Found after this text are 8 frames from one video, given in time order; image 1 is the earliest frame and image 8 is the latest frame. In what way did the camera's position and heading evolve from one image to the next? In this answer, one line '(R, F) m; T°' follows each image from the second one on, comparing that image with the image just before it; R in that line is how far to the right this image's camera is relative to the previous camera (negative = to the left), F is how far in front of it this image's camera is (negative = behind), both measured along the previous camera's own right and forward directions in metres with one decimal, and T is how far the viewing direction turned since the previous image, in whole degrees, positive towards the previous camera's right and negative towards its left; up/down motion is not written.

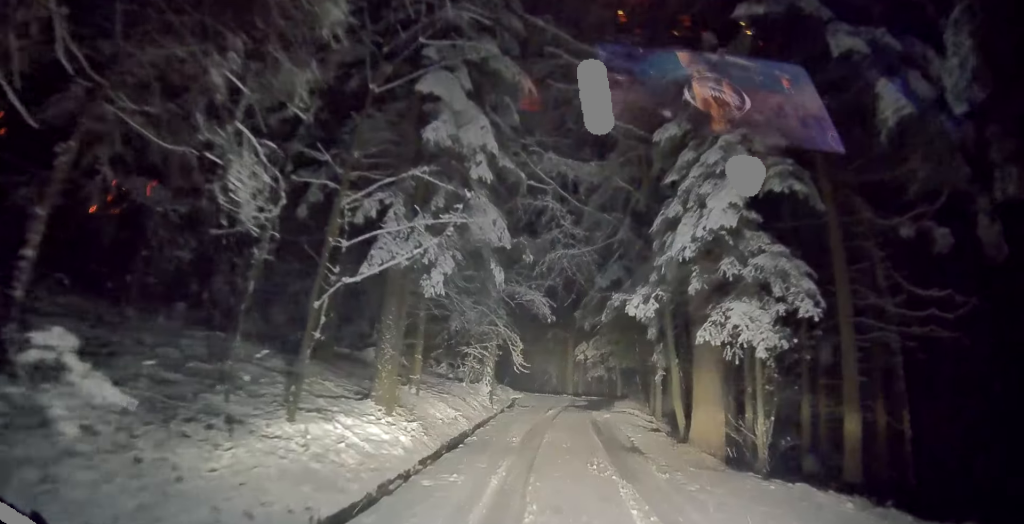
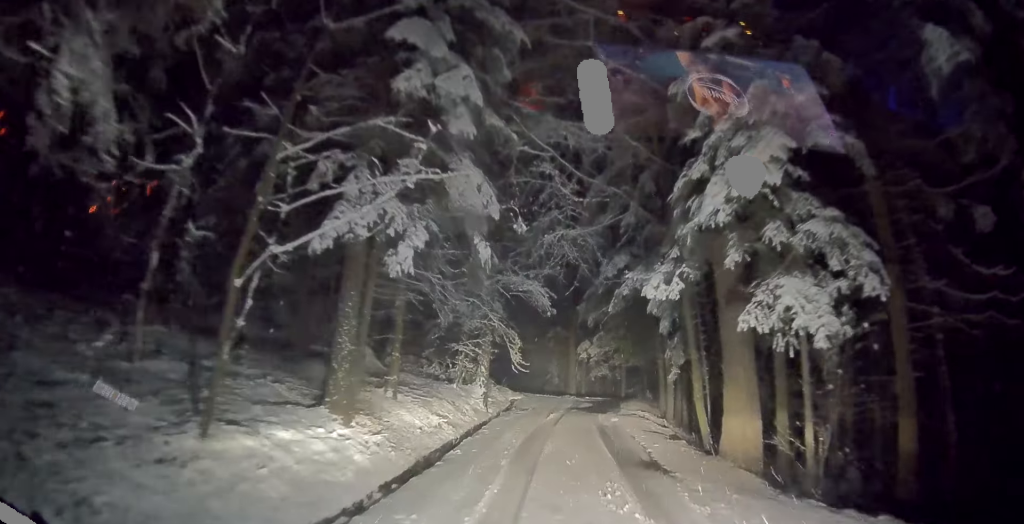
(+0.1, +1.6) m; +3°
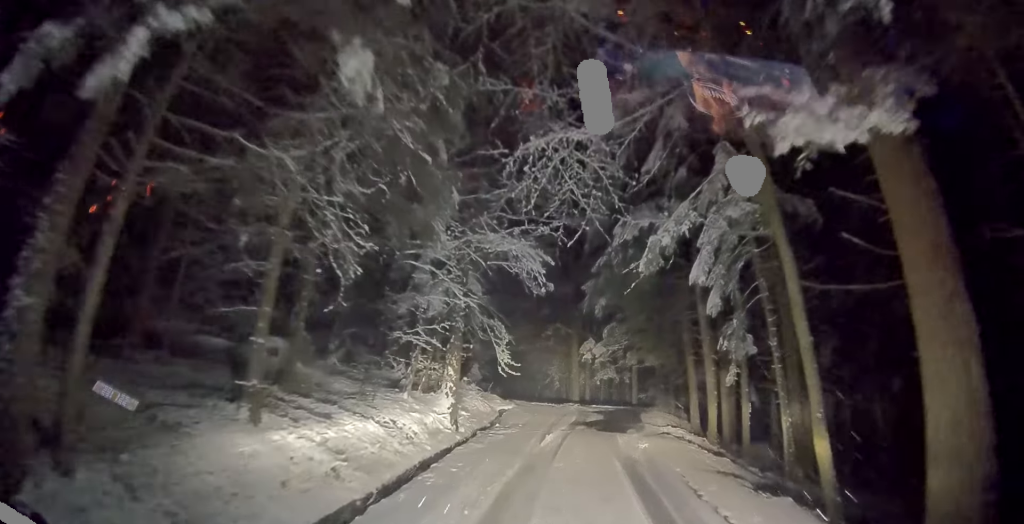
(+0.3, +4.0) m; +7°
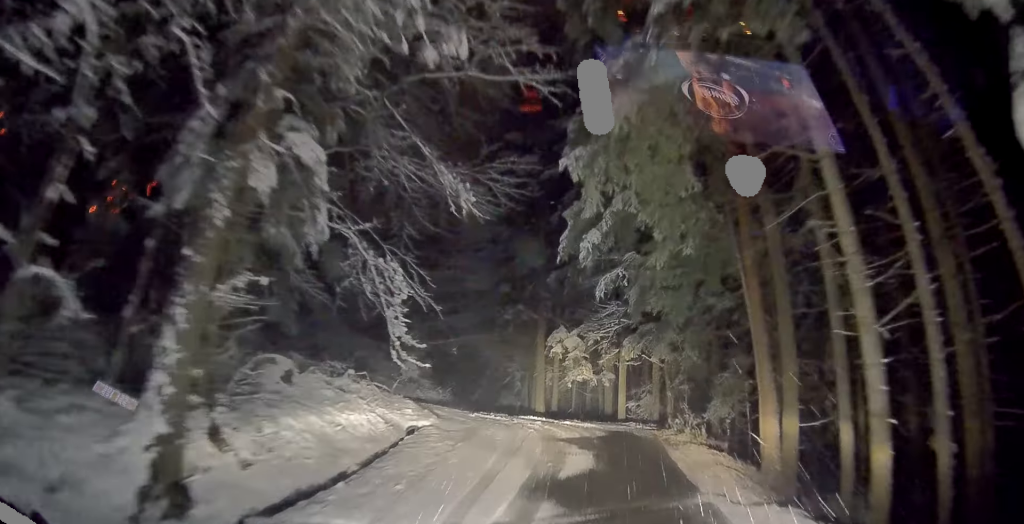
(0.0, +6.1) m; -5°
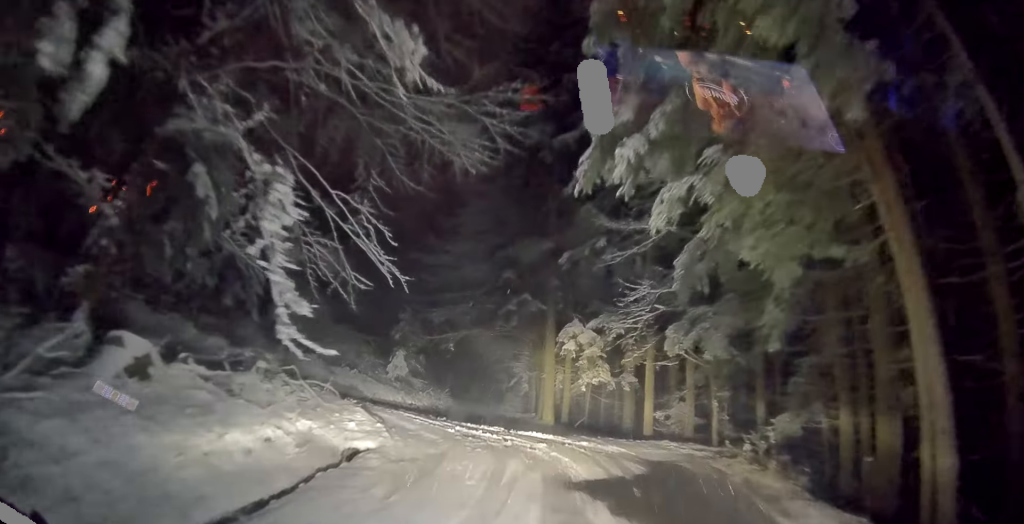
(-0.1, +3.4) m; 0°
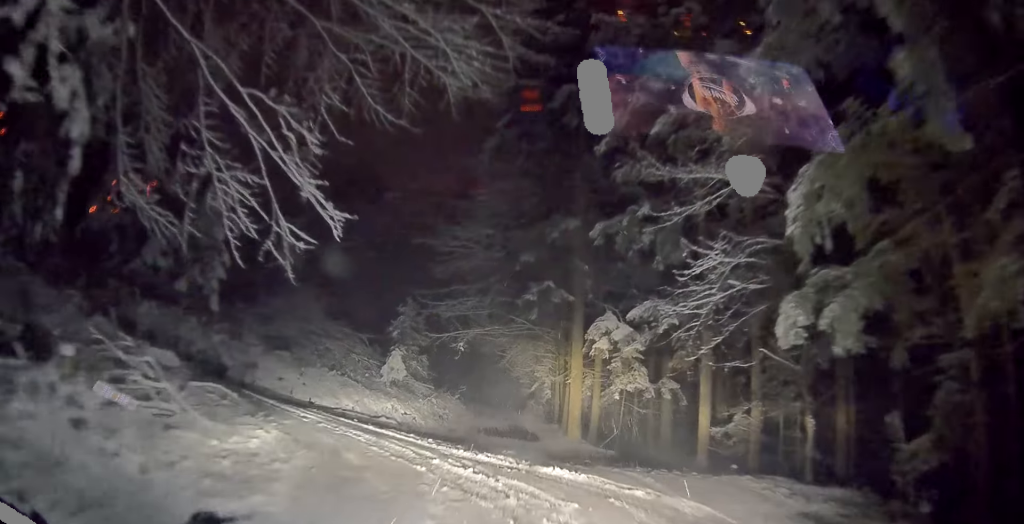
(+0.2, +4.1) m; +4°
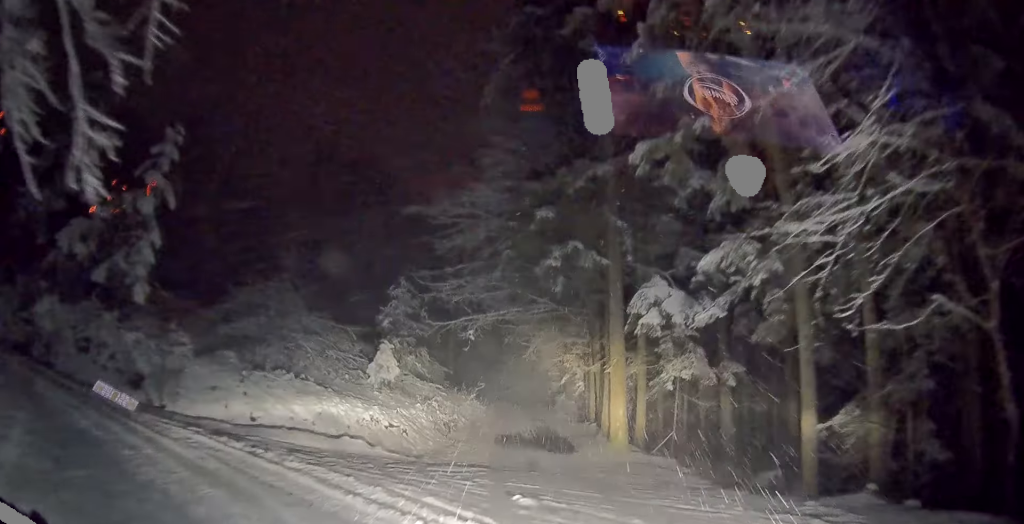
(+0.1, +4.7) m; +7°
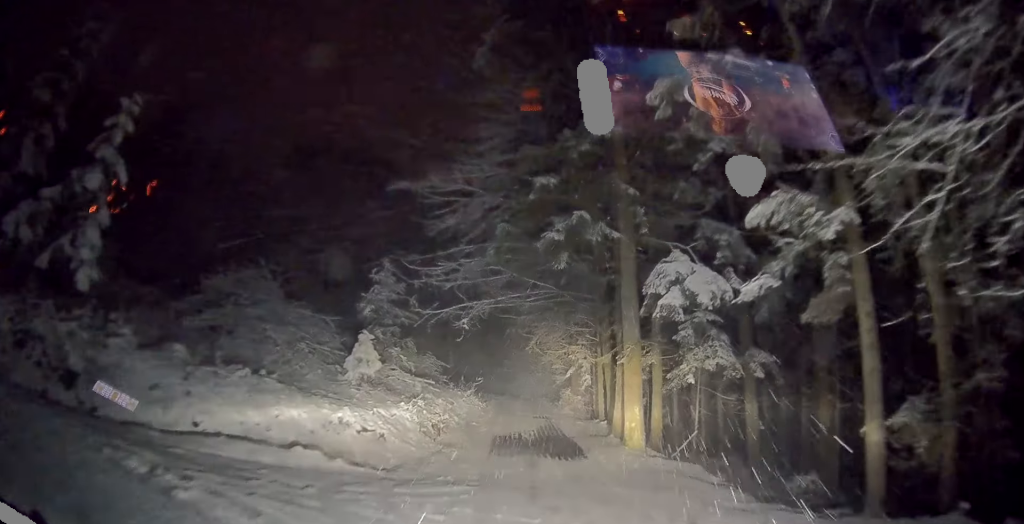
(0.0, +2.3) m; +4°
